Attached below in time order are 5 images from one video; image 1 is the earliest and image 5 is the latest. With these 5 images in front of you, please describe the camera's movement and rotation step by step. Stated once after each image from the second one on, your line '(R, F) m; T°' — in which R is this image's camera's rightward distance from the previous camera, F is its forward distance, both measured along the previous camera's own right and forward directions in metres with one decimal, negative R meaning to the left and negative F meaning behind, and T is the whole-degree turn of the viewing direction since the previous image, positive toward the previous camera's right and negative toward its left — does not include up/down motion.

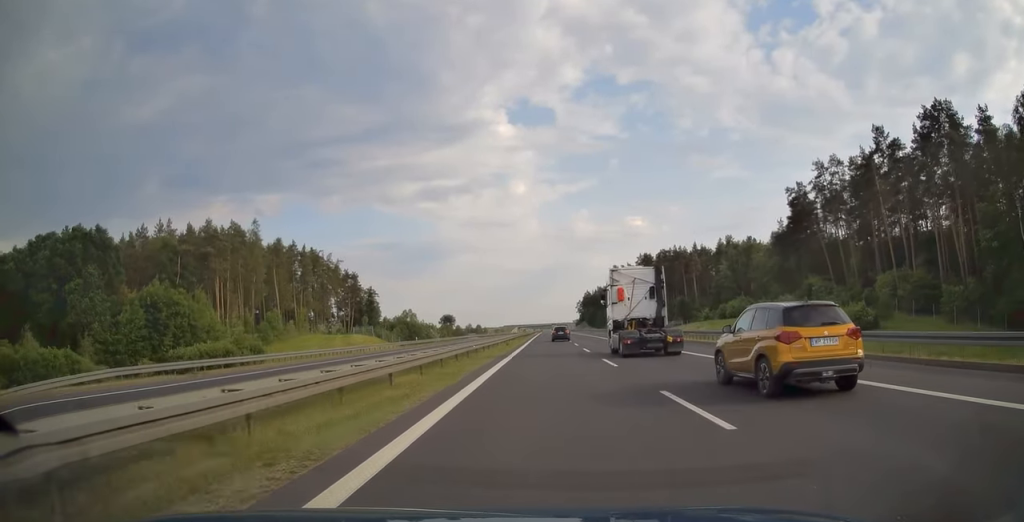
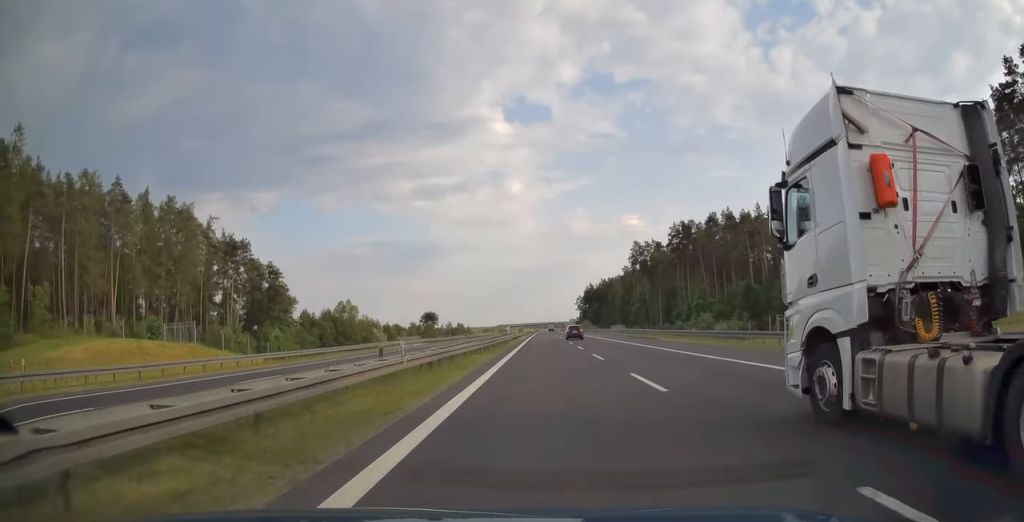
(+0.1, +67.8) m; 0°
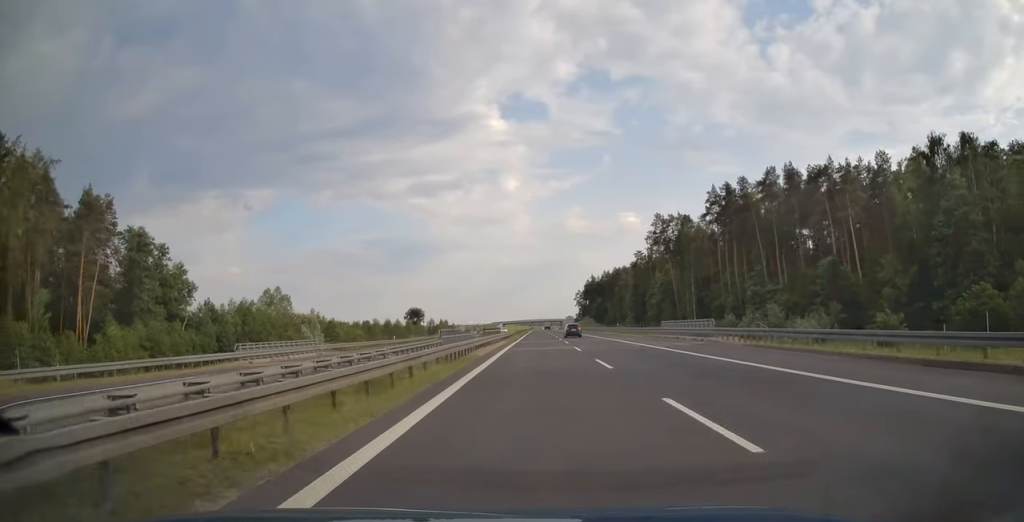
(0.0, +42.4) m; 0°
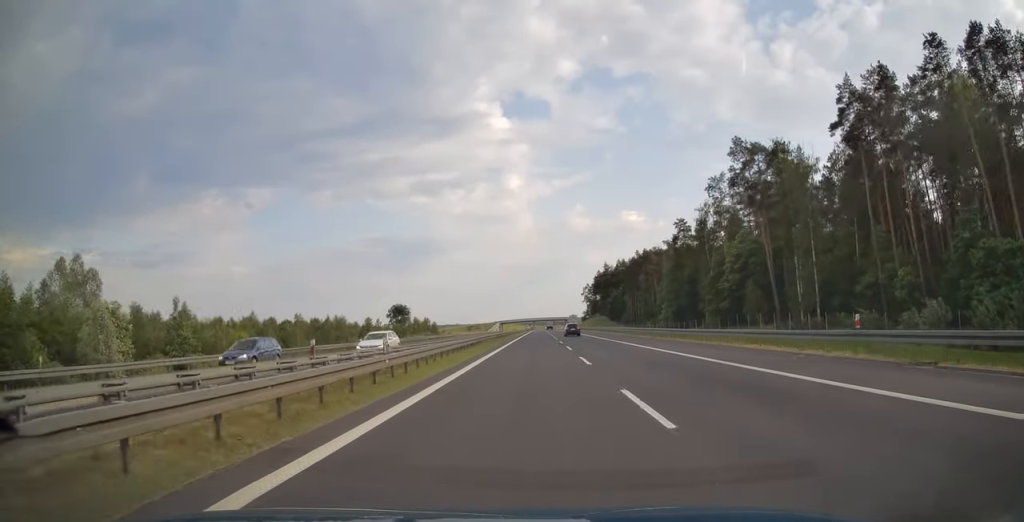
(+0.2, +59.1) m; 0°
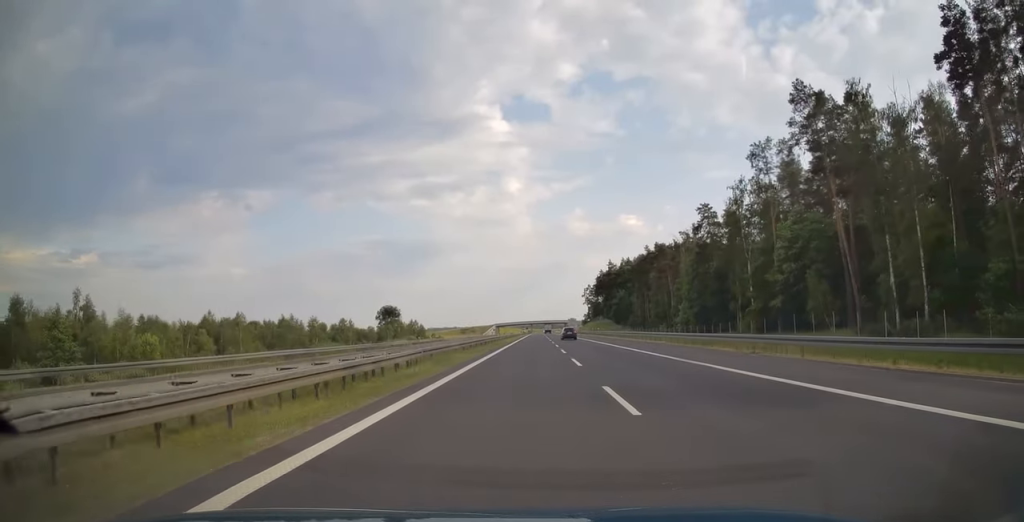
(0.0, +22.4) m; 0°
